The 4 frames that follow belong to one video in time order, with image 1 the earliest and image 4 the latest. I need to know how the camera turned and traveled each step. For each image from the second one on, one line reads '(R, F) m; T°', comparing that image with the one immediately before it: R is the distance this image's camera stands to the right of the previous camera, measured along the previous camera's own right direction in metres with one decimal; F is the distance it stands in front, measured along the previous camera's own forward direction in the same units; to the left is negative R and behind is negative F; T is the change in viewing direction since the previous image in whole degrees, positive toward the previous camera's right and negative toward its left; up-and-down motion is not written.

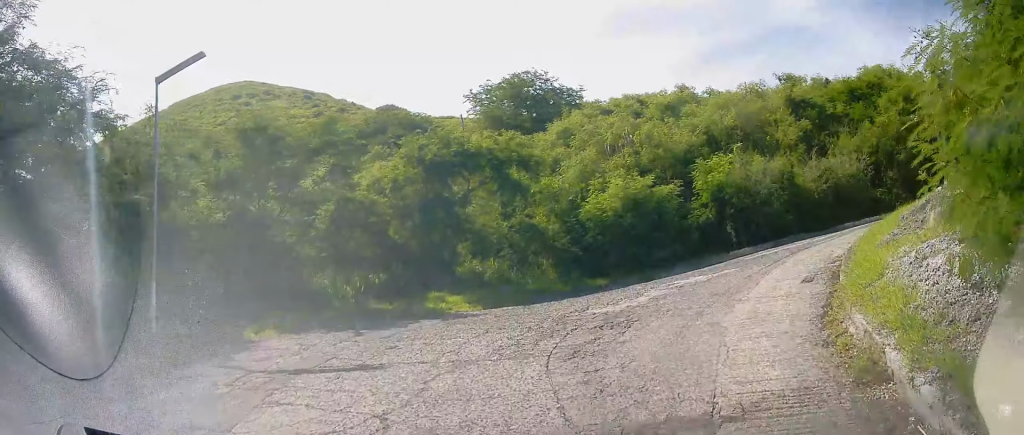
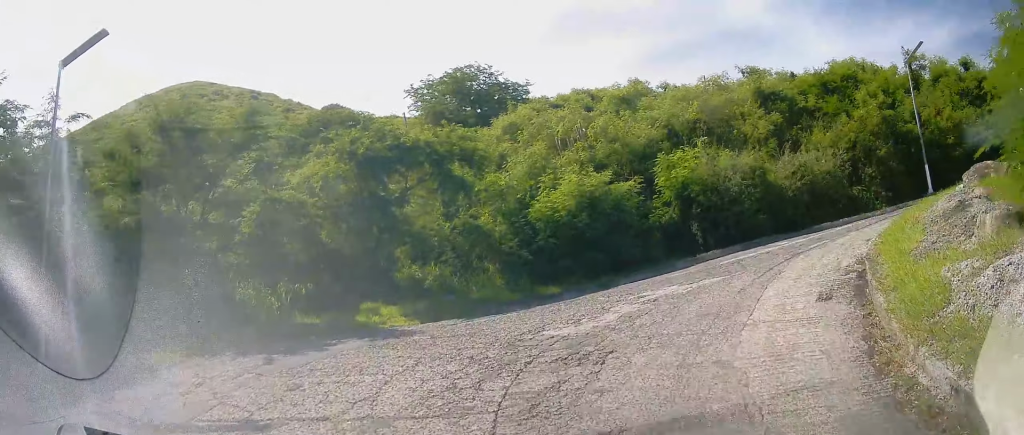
(0.0, +1.9) m; +5°
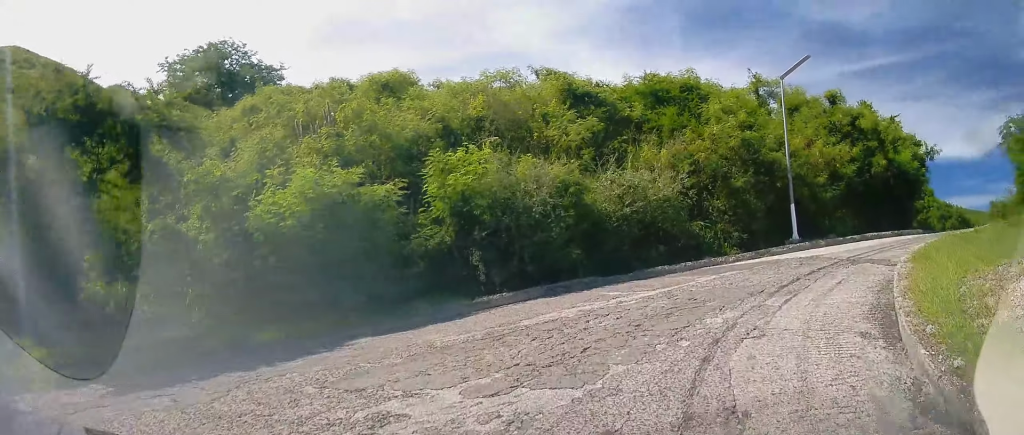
(+0.9, +5.0) m; +22°
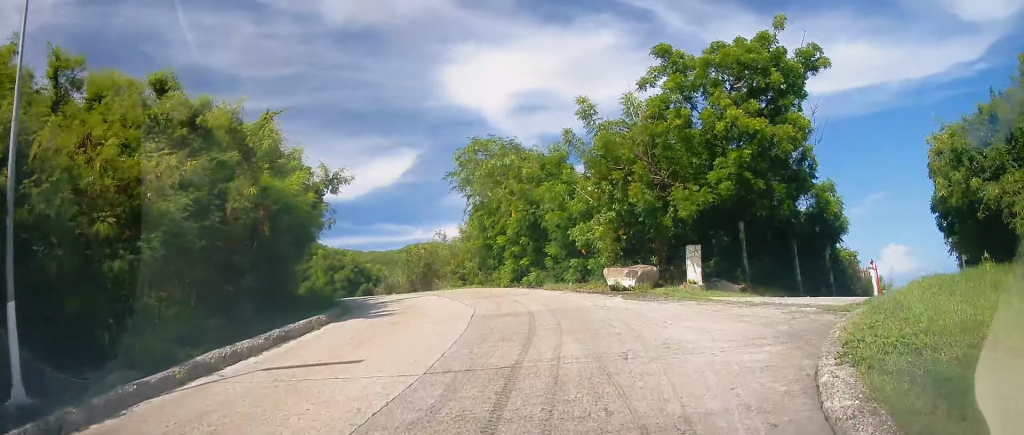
(+5.6, +8.7) m; +64°
